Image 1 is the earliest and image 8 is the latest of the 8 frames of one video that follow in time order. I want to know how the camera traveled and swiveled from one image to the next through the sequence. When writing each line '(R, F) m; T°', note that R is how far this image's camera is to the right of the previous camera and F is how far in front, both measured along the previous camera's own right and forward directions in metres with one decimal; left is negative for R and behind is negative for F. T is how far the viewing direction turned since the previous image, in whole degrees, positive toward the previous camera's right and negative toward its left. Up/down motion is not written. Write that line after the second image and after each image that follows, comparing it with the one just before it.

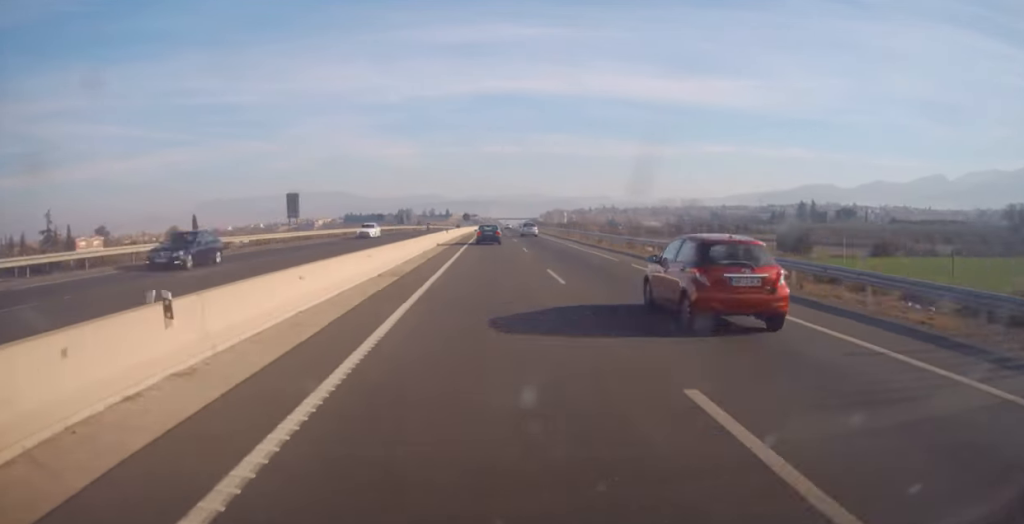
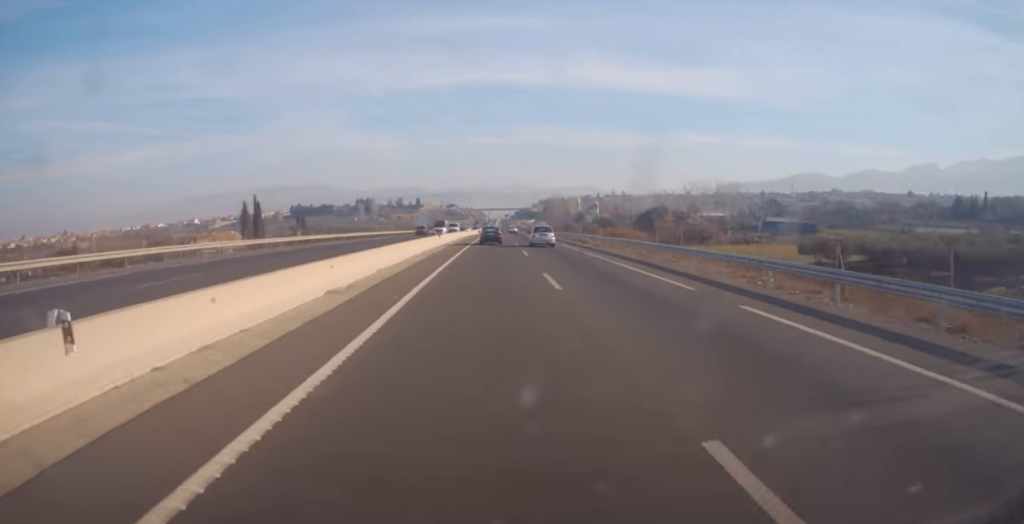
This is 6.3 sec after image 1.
(+3.0, +204.7) m; +1°
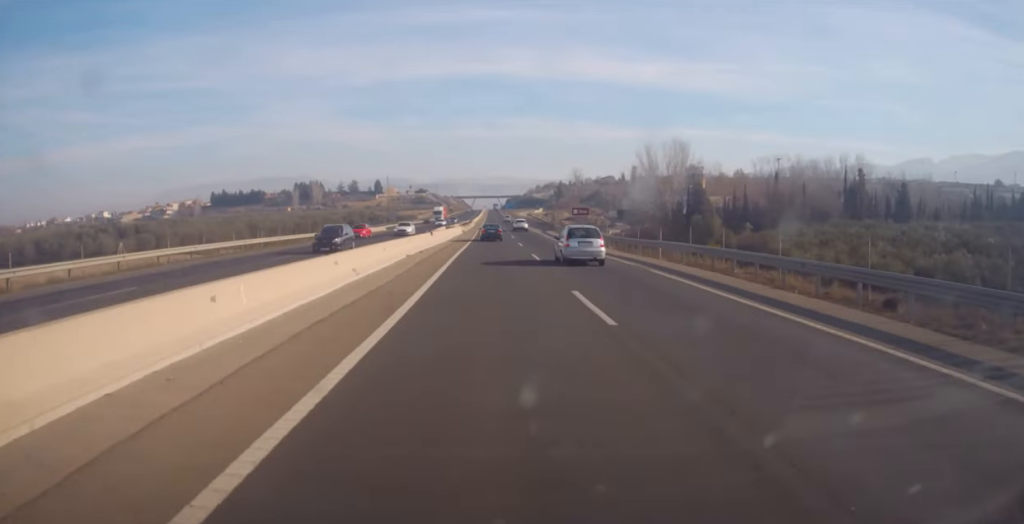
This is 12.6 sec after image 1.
(+1.9, +205.4) m; 0°
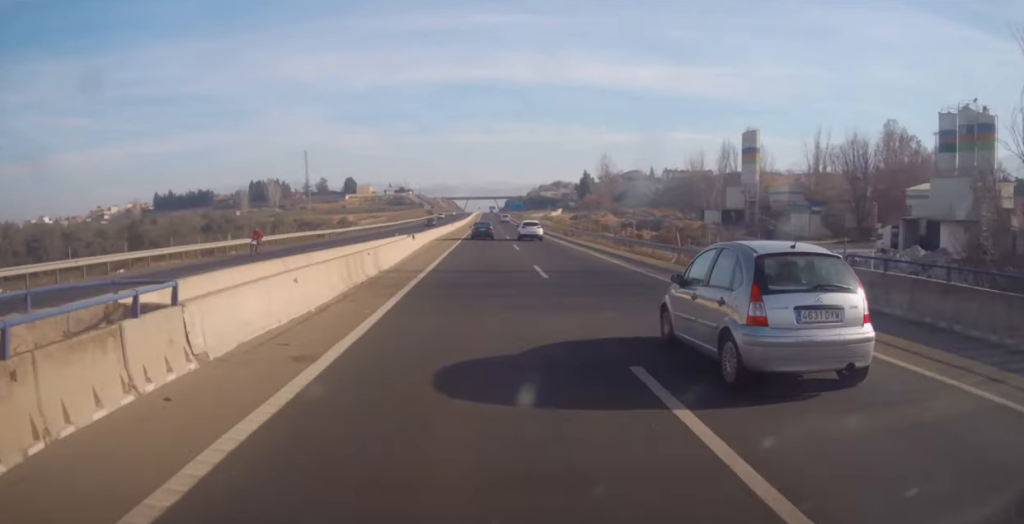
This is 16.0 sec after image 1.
(-0.2, +110.4) m; 0°
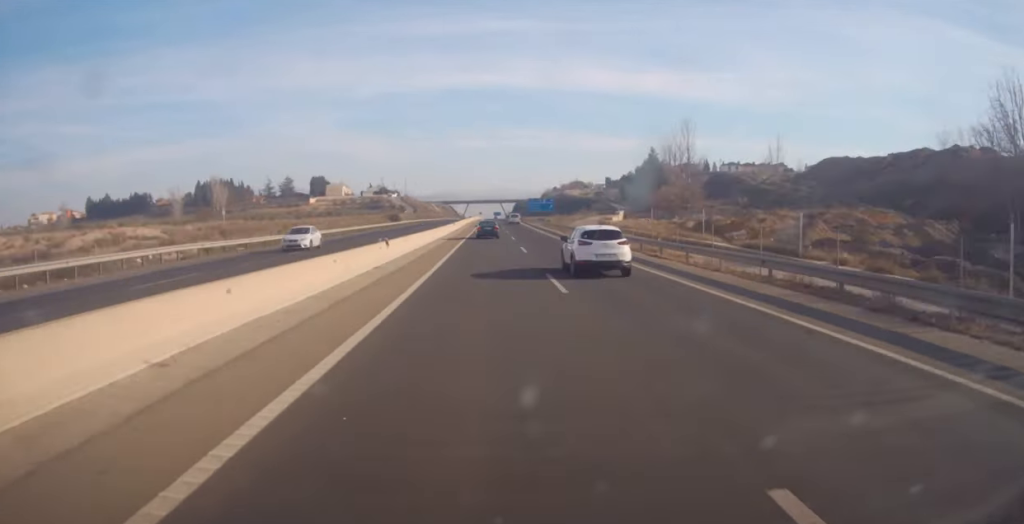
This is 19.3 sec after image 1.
(-0.2, +106.5) m; 0°
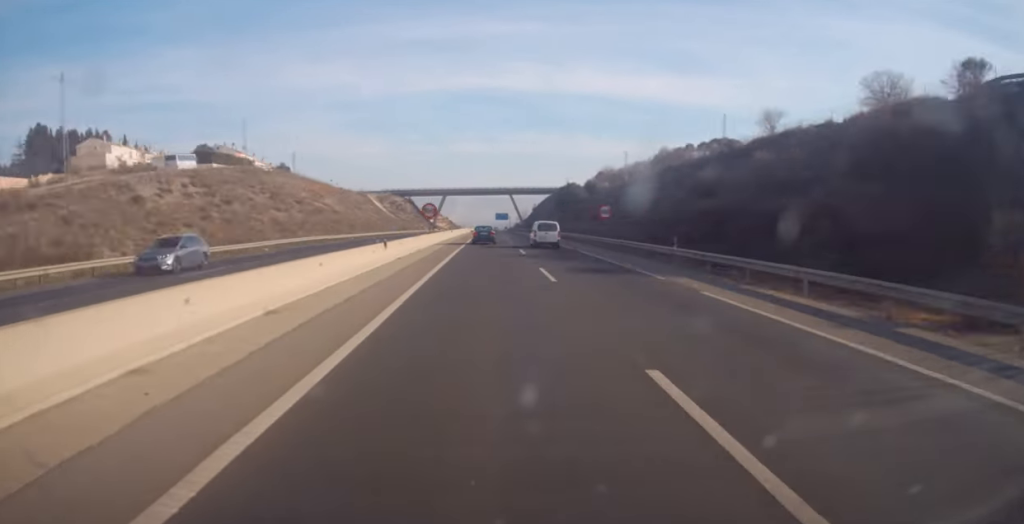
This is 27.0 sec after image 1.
(+0.3, +252.3) m; 0°
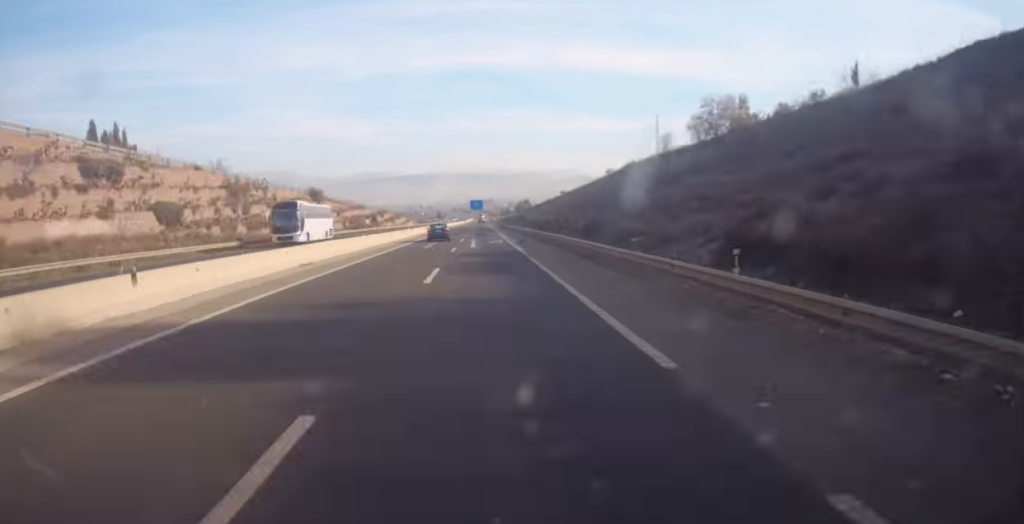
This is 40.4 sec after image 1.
(+1.3, +441.0) m; 0°
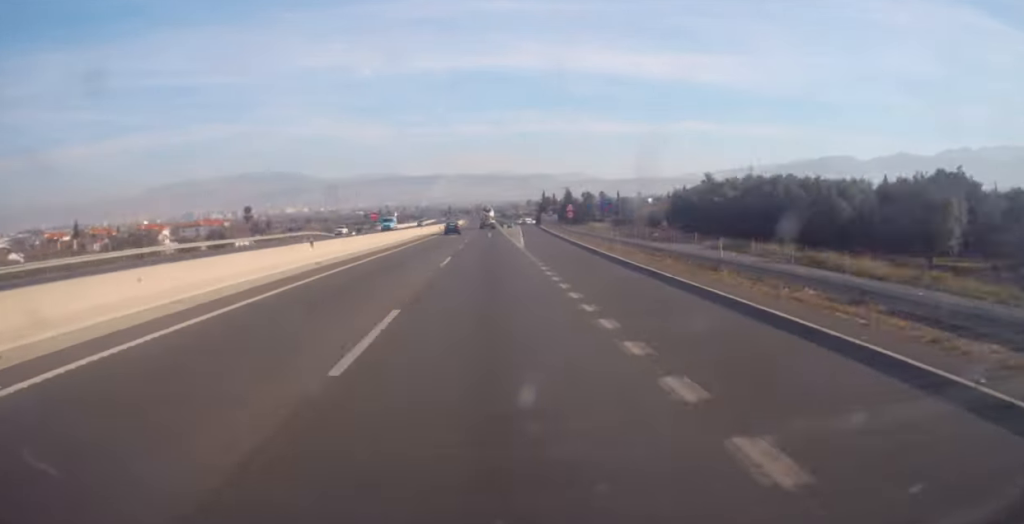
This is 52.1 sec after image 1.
(-4.2, +378.3) m; -2°
